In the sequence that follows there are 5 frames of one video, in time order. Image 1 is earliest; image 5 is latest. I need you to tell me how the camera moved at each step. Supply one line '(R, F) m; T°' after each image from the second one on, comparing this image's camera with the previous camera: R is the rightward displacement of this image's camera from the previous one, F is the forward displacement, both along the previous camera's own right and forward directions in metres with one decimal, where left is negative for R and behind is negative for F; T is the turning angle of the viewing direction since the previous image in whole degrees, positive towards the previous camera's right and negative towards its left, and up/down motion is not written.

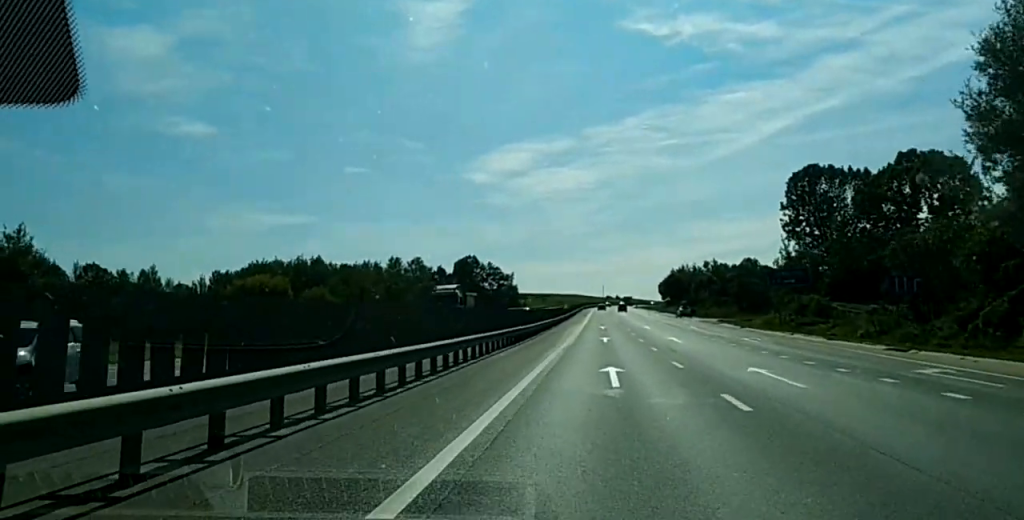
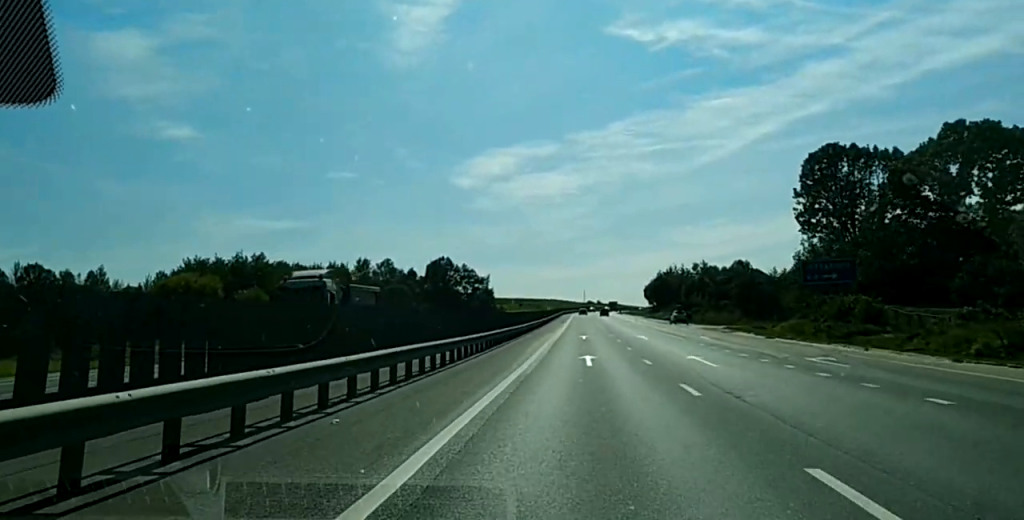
(-0.1, +18.0) m; +1°
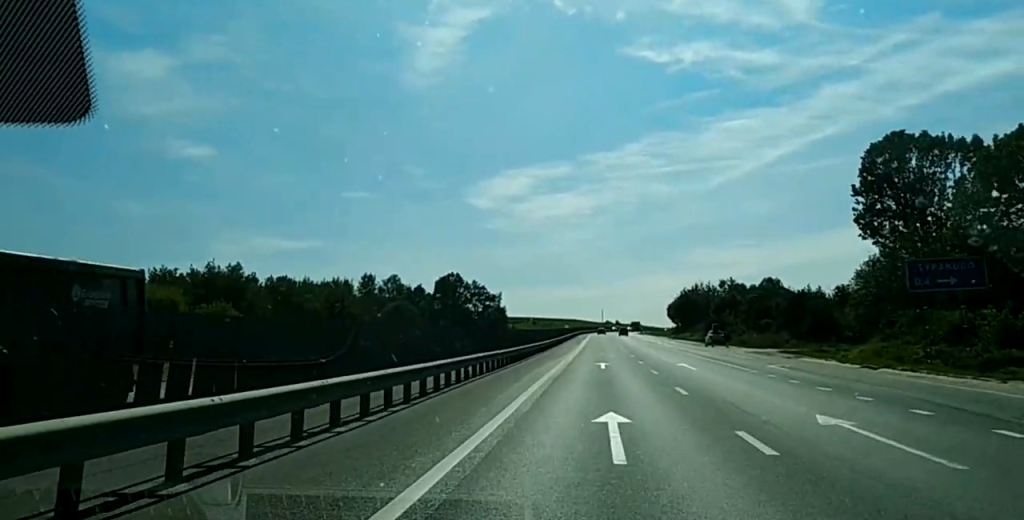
(+0.4, +16.9) m; +1°
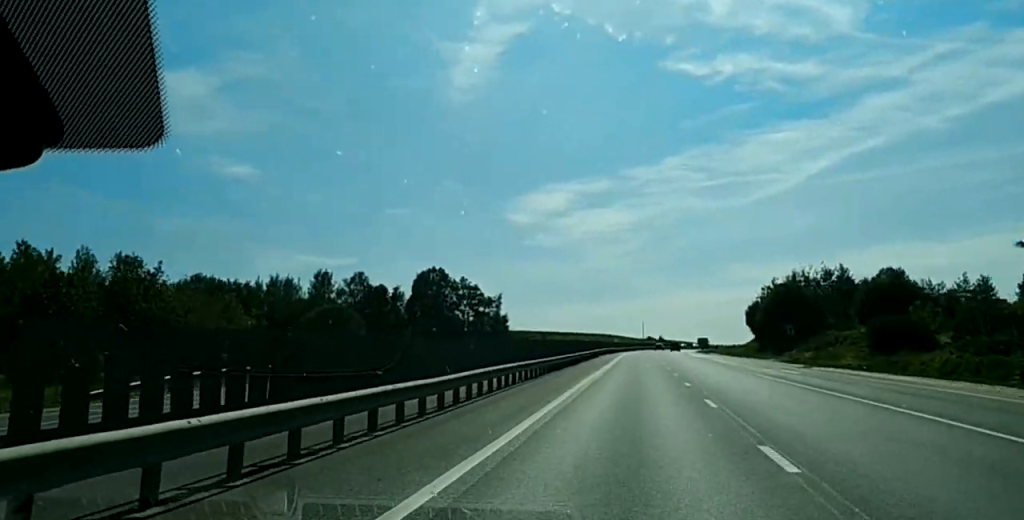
(+0.2, +79.7) m; 0°
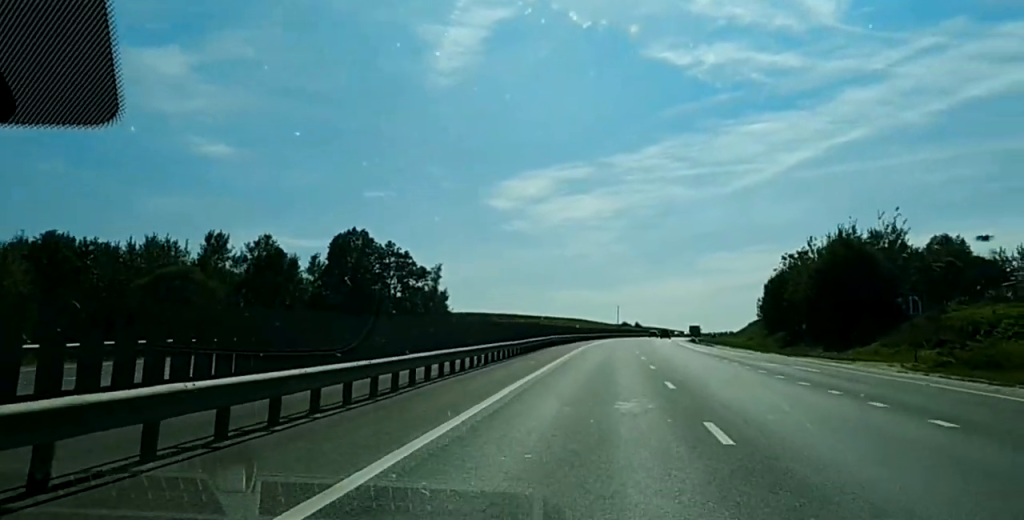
(+0.2, +45.7) m; +1°
